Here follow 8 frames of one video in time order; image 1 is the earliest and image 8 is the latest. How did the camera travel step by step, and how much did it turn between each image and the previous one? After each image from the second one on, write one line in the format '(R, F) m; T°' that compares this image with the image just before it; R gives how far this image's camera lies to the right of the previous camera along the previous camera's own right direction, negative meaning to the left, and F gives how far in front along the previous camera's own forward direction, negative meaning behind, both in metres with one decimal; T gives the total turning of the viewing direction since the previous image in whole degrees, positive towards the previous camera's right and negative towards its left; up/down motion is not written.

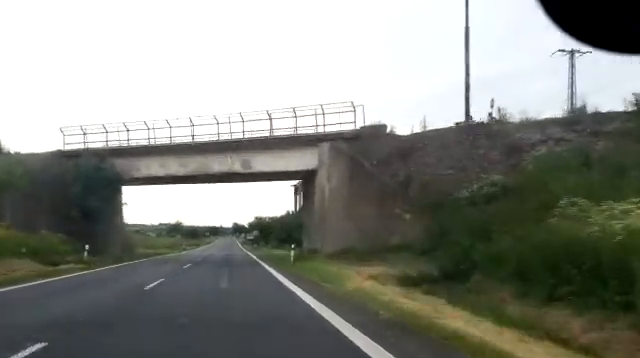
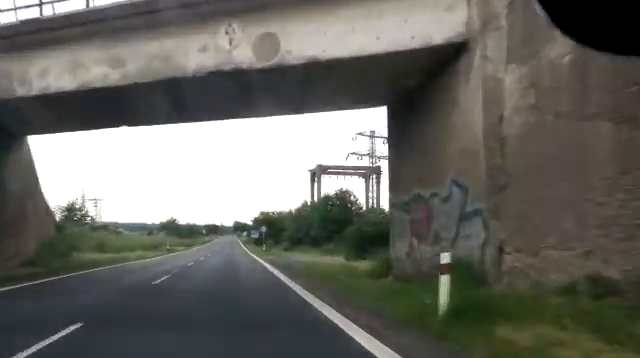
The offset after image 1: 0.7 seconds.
(+0.2, +17.2) m; 0°
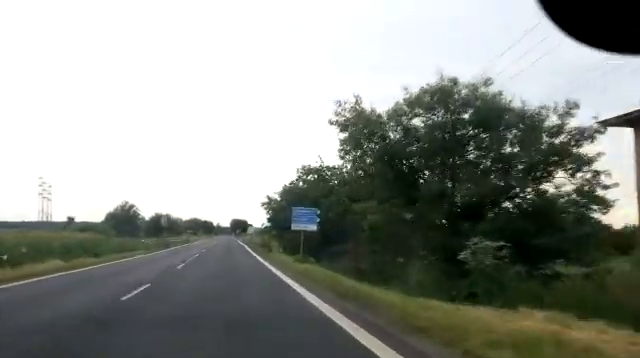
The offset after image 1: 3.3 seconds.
(-0.8, +58.5) m; -1°
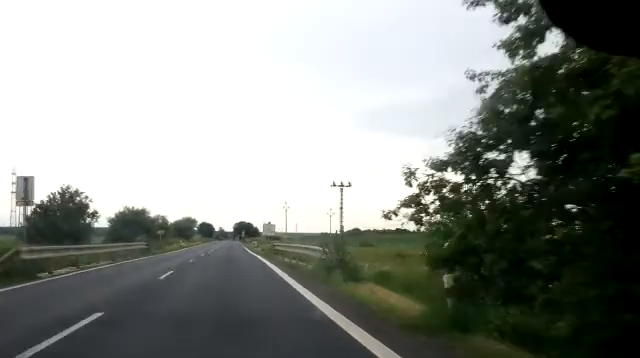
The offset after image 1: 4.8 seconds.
(+0.5, +32.0) m; +1°
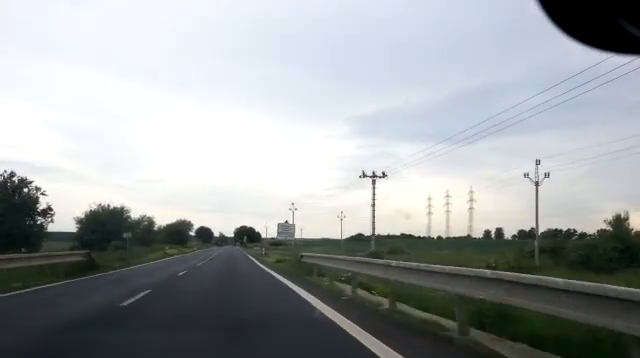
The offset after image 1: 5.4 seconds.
(0.0, +14.1) m; 0°
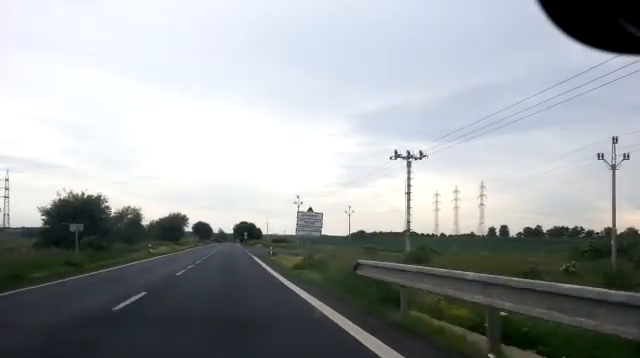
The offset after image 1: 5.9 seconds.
(0.0, +9.8) m; 0°
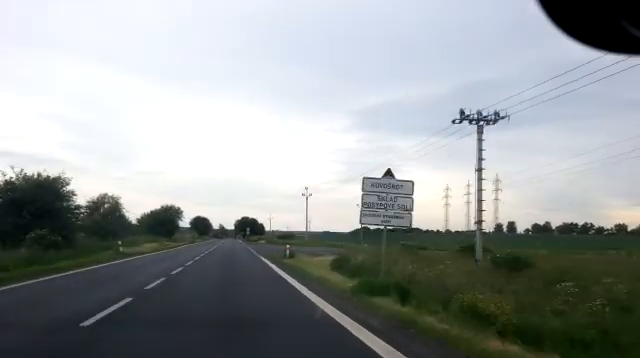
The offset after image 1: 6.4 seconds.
(0.0, +11.0) m; 0°
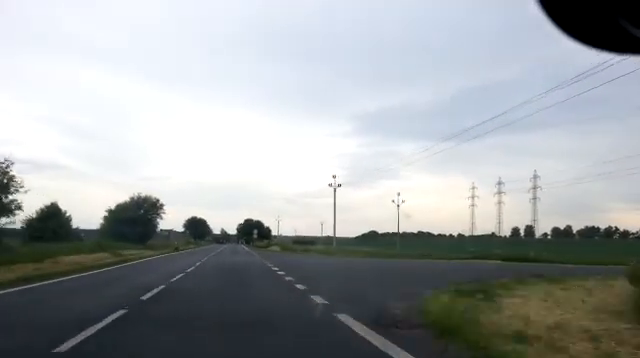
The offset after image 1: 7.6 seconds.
(+0.1, +24.6) m; 0°
